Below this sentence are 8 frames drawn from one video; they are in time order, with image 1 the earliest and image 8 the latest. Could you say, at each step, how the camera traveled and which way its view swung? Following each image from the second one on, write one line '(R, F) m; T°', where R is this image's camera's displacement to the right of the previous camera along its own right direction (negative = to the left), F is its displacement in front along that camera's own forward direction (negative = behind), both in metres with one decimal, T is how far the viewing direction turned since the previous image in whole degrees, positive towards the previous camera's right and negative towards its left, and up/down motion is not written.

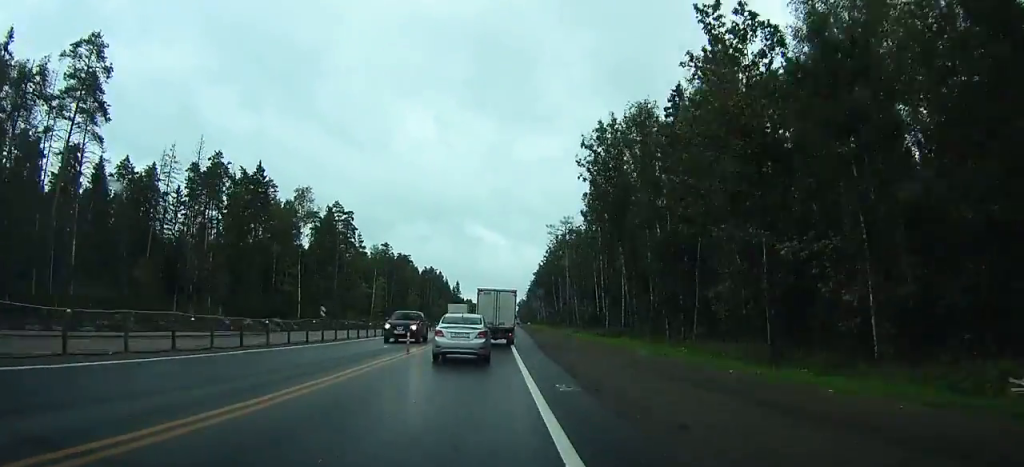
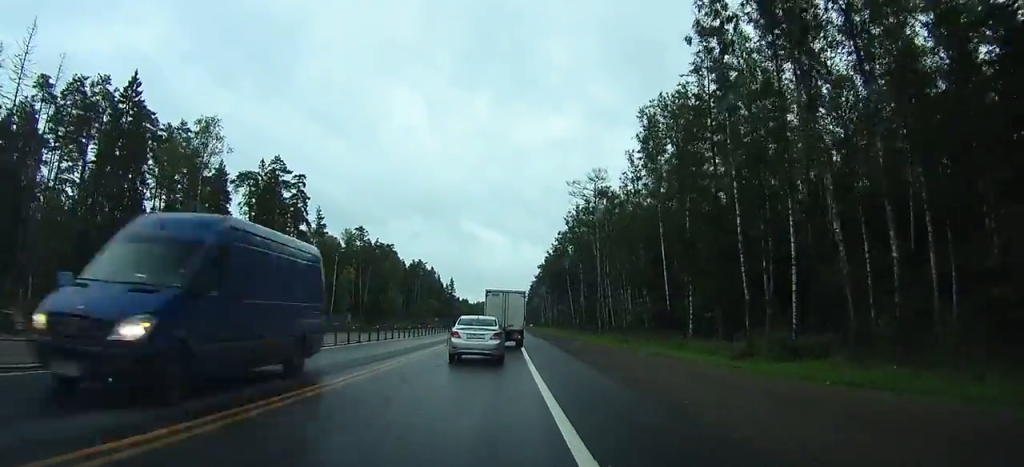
(+0.4, +37.9) m; +1°
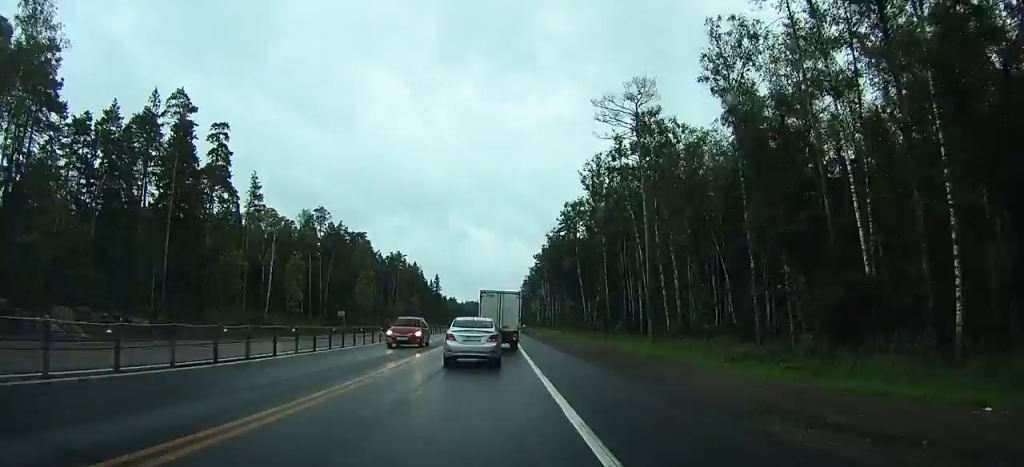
(+0.4, +31.6) m; +2°
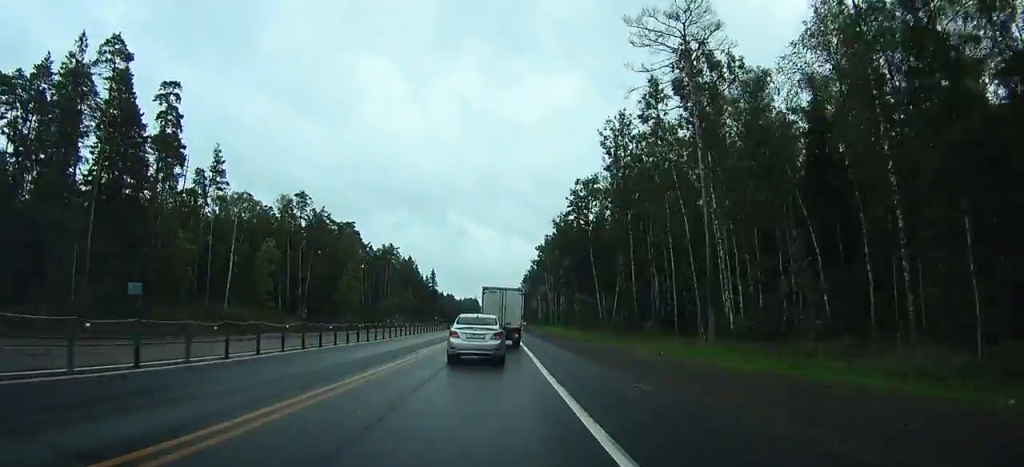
(0.0, +15.3) m; 0°
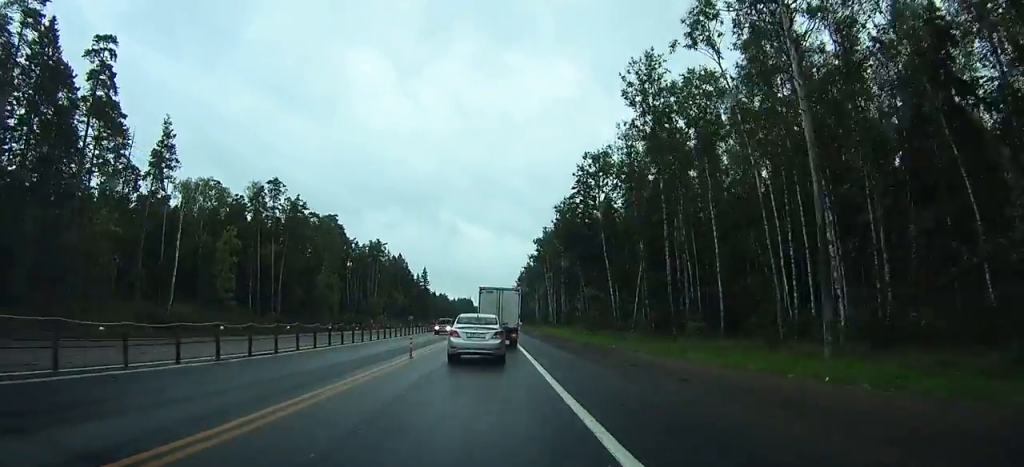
(0.0, +14.1) m; 0°
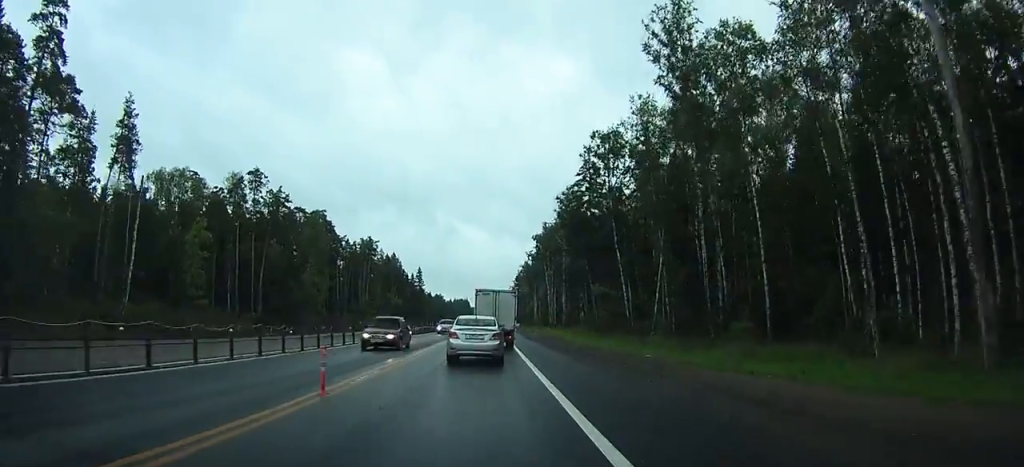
(0.0, +9.1) m; 0°
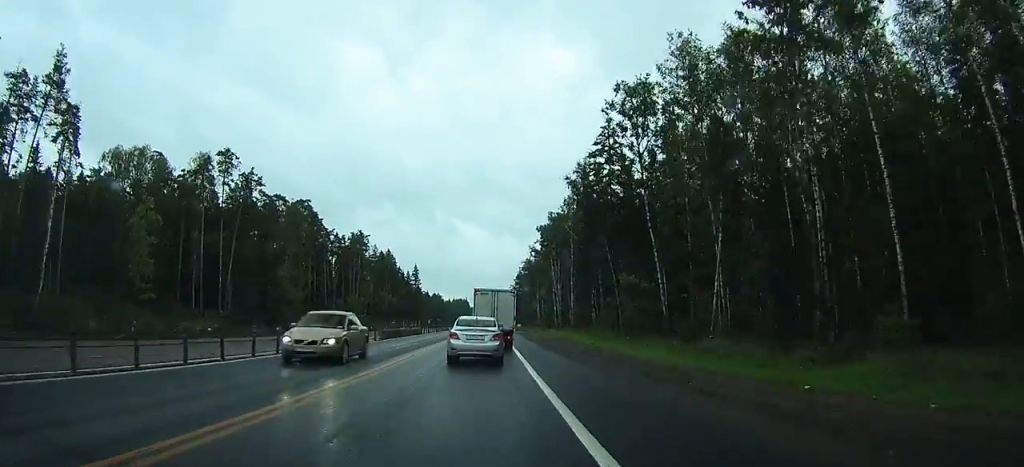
(0.0, +14.5) m; 0°
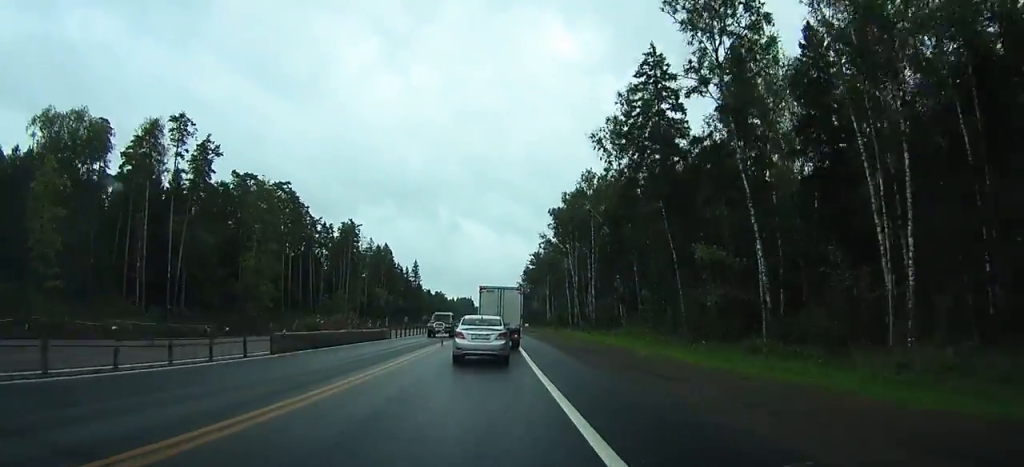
(0.0, +19.5) m; 0°
